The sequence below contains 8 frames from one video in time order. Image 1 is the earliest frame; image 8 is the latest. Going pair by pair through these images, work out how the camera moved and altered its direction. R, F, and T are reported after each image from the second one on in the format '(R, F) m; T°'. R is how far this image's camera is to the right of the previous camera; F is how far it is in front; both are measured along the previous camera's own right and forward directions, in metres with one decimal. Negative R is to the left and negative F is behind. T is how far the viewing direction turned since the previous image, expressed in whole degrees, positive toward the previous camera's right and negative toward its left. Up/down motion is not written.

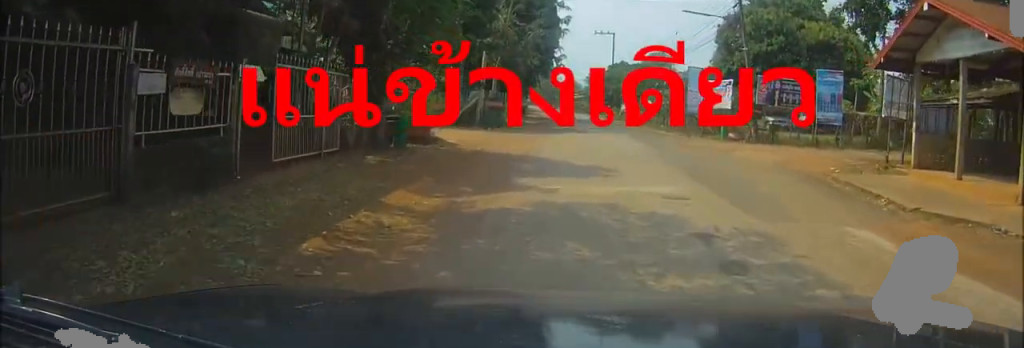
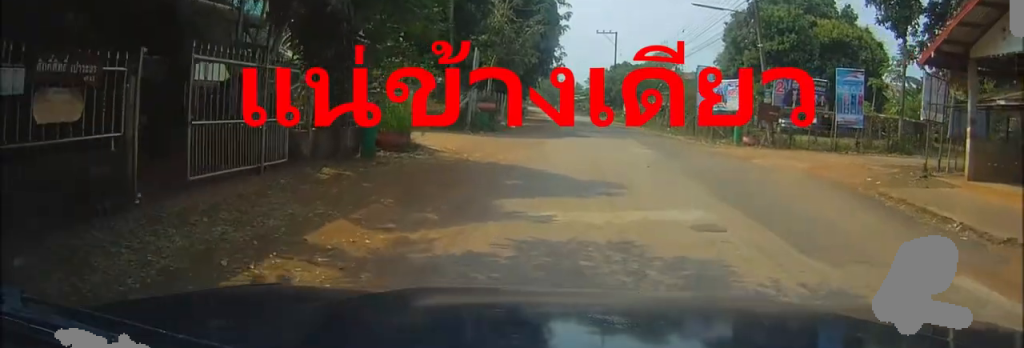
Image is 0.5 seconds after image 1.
(0.0, +2.3) m; -1°
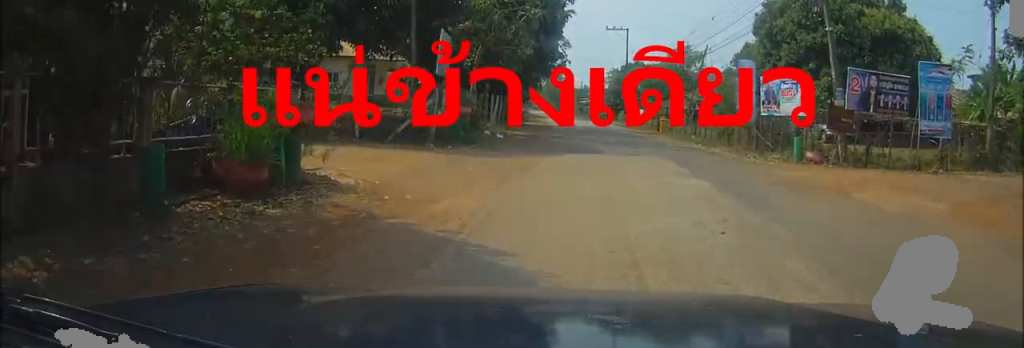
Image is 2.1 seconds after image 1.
(-0.1, +7.0) m; 0°
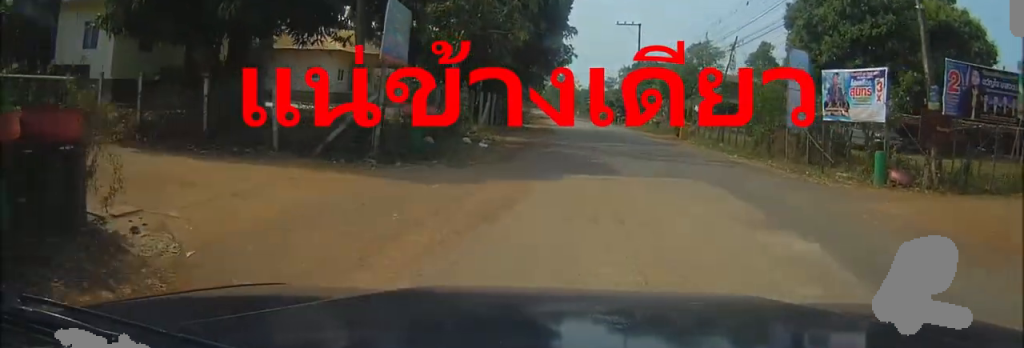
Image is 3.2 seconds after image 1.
(0.0, +5.5) m; 0°
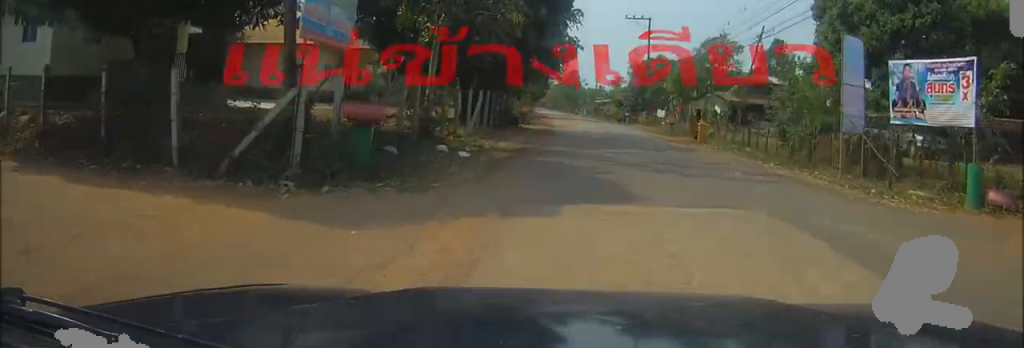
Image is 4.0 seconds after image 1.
(0.0, +3.9) m; 0°
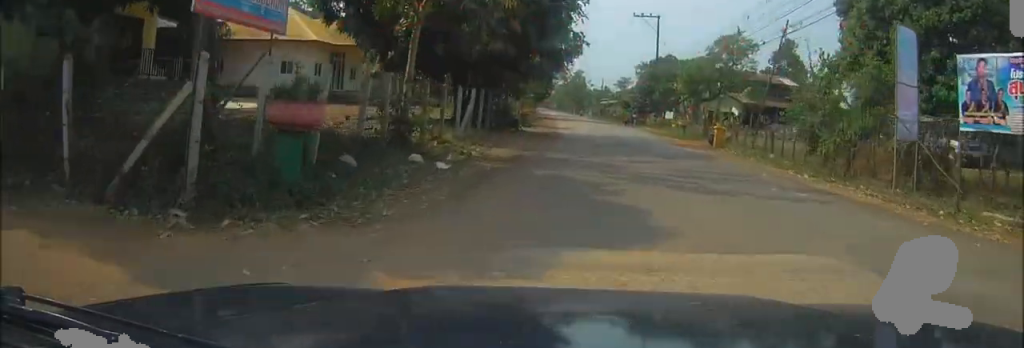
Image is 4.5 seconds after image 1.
(0.0, +2.7) m; 0°
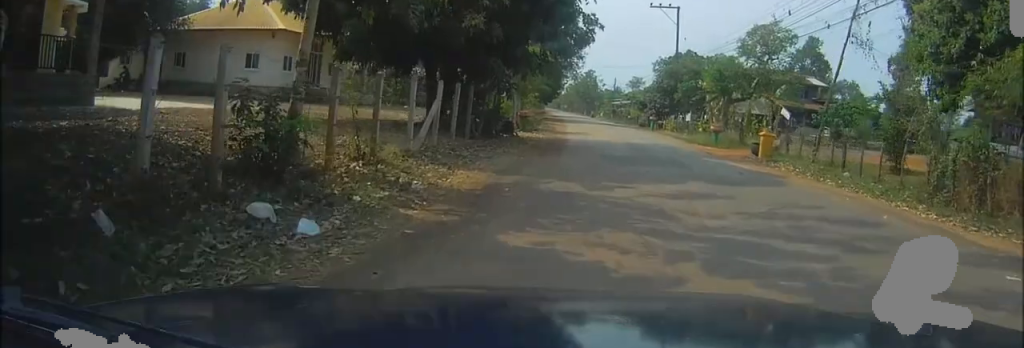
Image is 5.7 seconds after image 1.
(-0.1, +6.2) m; -2°
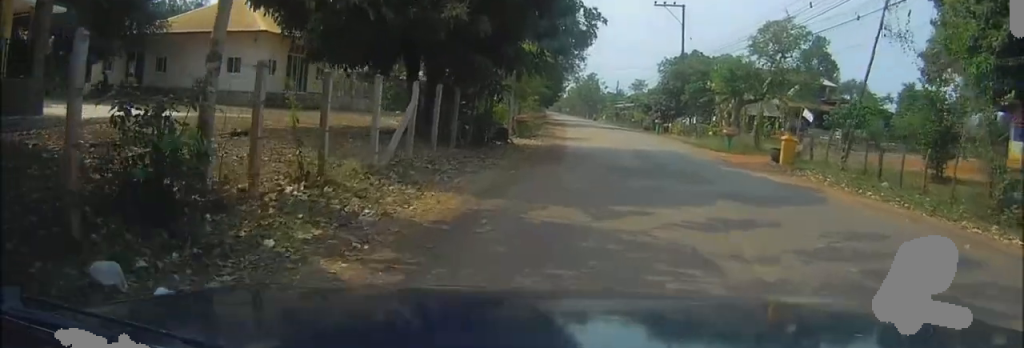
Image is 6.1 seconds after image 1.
(-0.1, +2.3) m; 0°
